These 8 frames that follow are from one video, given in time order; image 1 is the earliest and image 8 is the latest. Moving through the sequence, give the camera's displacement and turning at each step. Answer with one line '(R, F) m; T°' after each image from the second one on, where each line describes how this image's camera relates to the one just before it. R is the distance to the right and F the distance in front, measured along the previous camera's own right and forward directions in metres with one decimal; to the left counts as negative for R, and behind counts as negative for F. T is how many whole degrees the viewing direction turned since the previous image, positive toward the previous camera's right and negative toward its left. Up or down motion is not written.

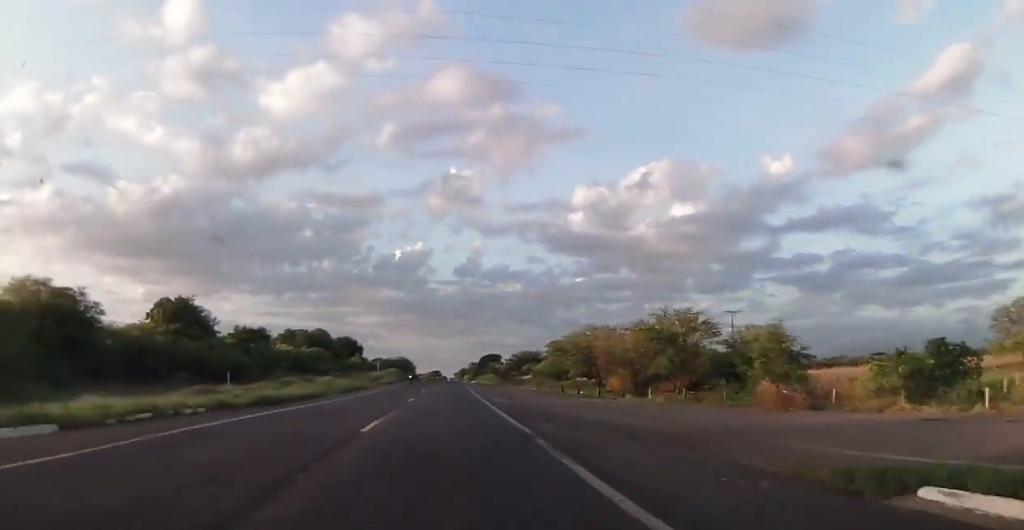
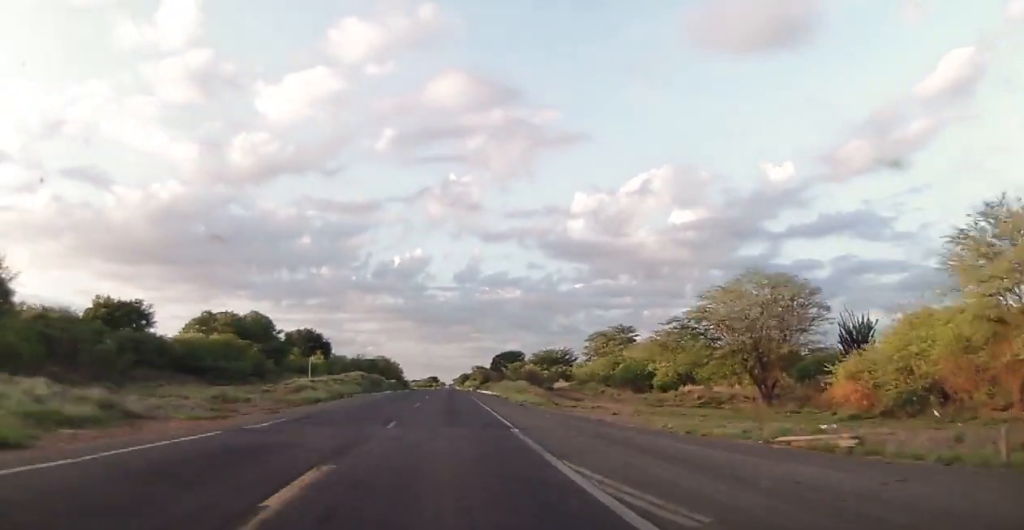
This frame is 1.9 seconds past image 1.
(-0.2, +53.0) m; 0°
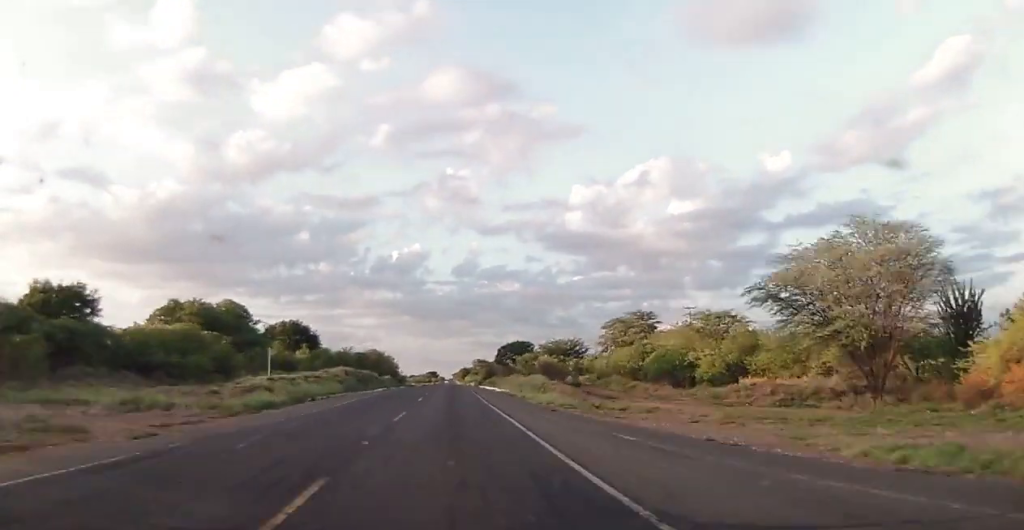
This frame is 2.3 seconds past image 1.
(+0.1, +13.0) m; 0°
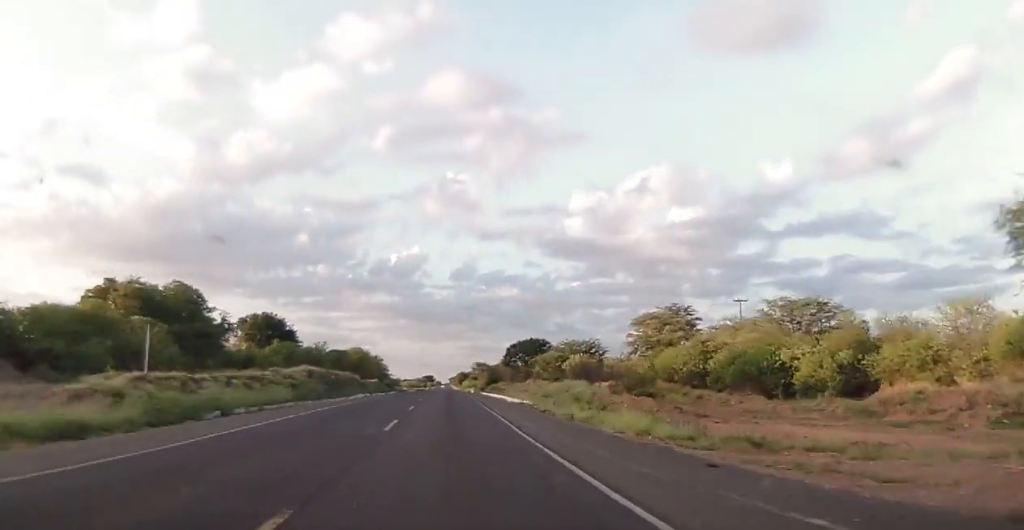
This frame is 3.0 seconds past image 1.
(-0.2, +18.1) m; 0°
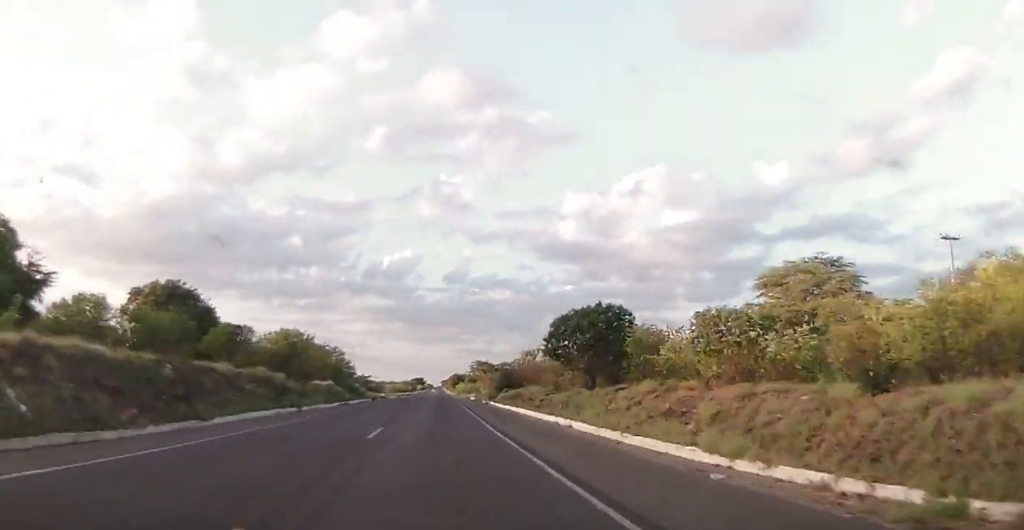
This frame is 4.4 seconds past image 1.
(+0.2, +38.0) m; +1°
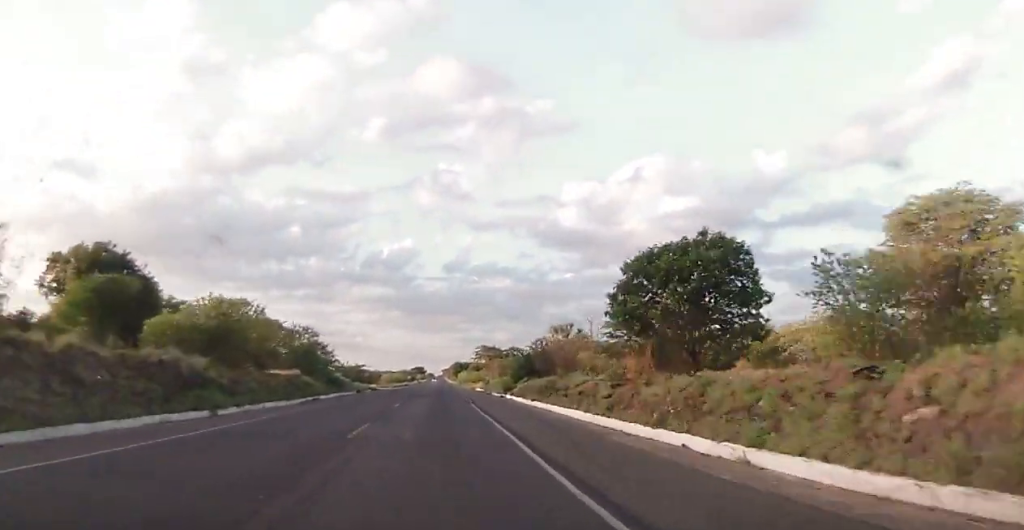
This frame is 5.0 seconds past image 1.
(+0.1, +17.1) m; 0°
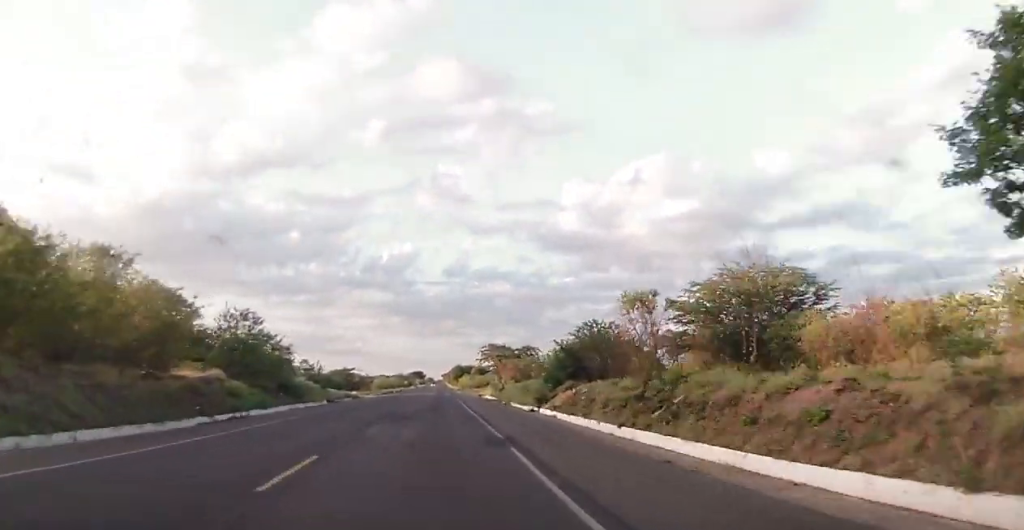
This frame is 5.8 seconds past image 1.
(0.0, +19.8) m; 0°
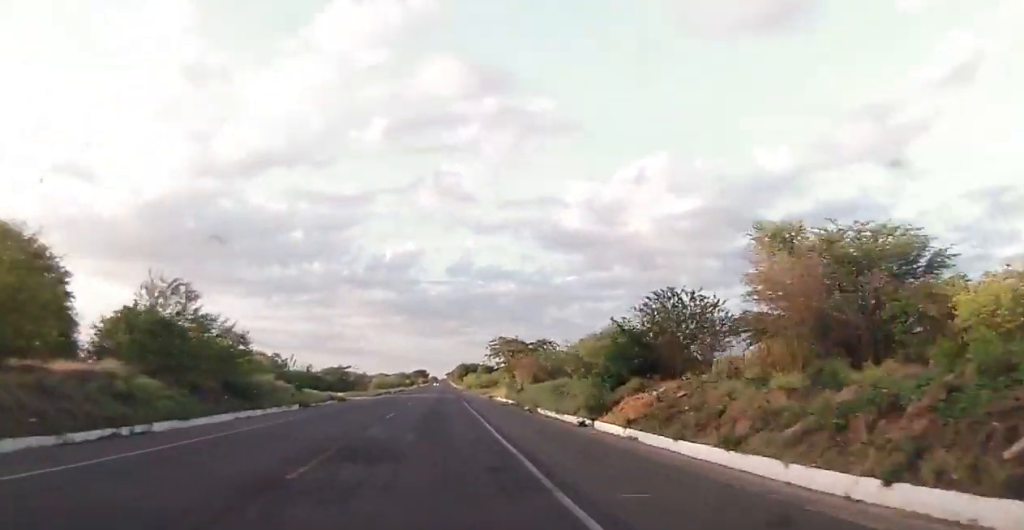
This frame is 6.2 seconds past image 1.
(0.0, +12.6) m; 0°
